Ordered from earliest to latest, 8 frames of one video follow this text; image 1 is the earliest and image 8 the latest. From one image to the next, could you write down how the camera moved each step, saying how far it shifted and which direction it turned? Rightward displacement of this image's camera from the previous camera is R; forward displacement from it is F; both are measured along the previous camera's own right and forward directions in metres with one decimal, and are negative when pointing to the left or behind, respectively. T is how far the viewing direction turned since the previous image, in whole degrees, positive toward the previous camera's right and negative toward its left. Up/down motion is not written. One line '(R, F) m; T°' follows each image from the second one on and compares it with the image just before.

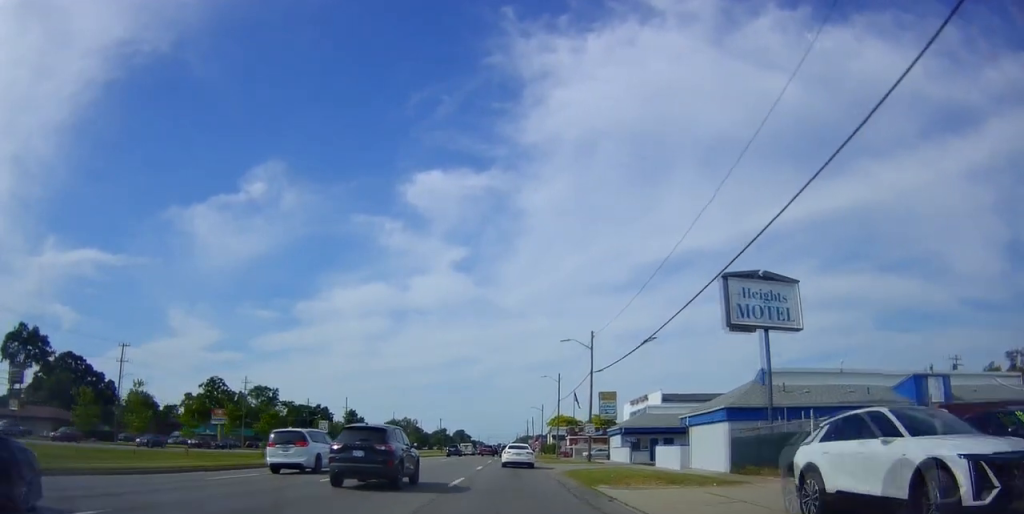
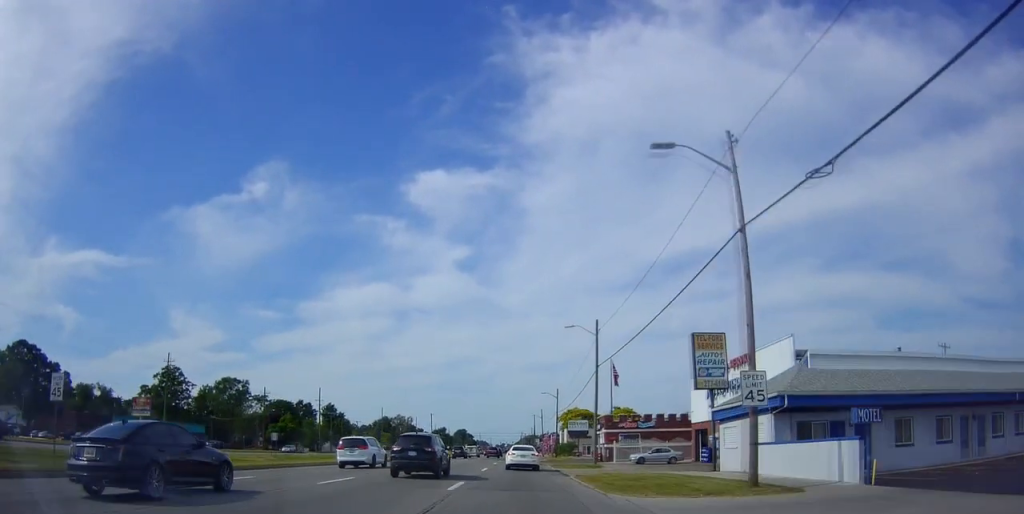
(-0.3, +31.5) m; -1°
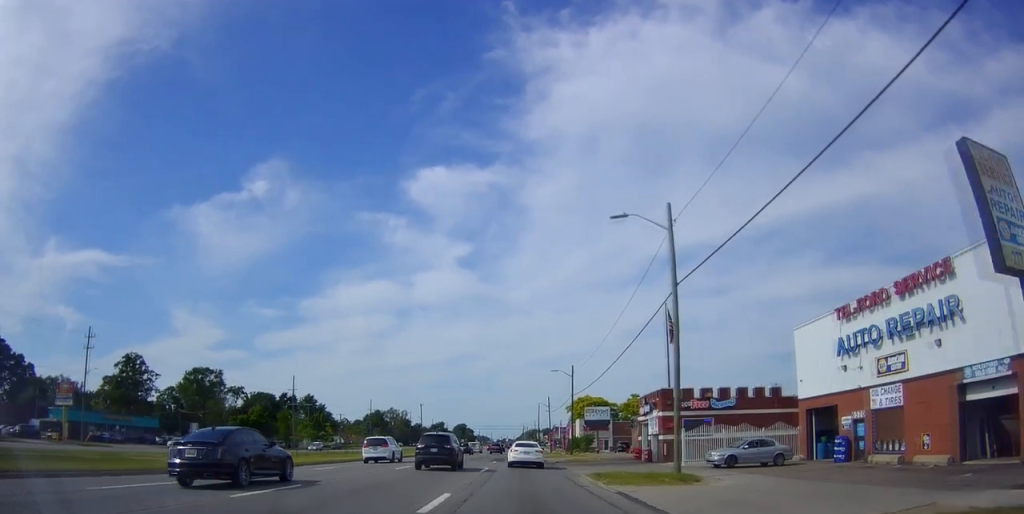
(-0.2, +21.1) m; -2°
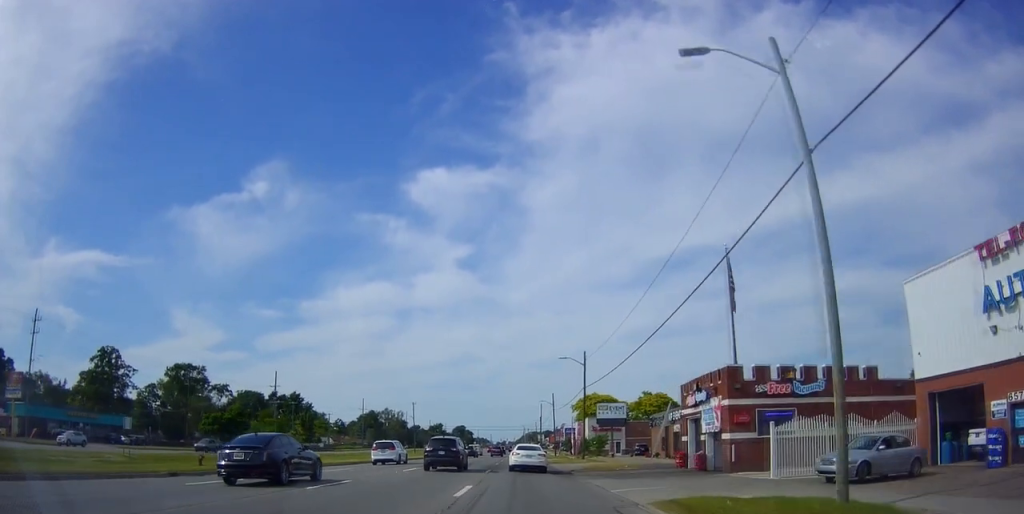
(-0.2, +11.4) m; -1°
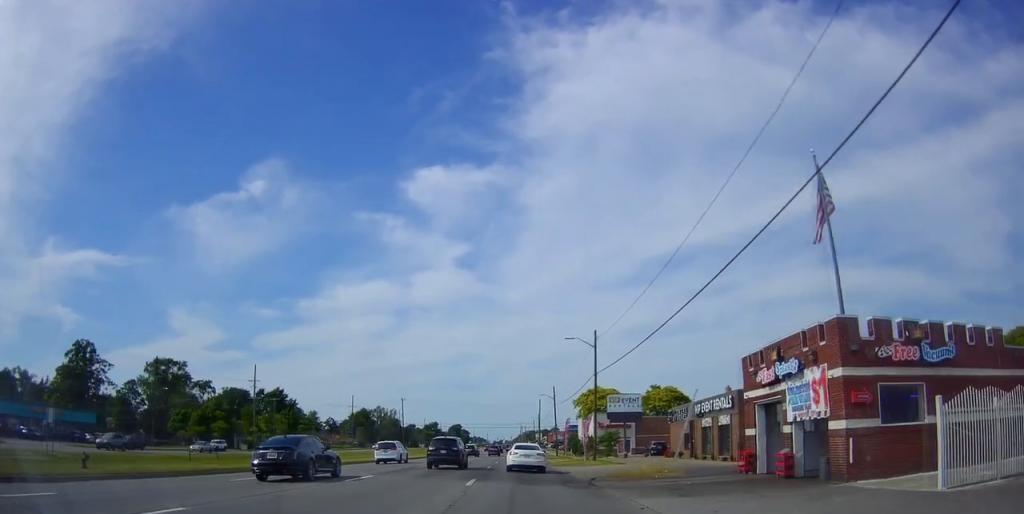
(-0.1, +9.7) m; +1°
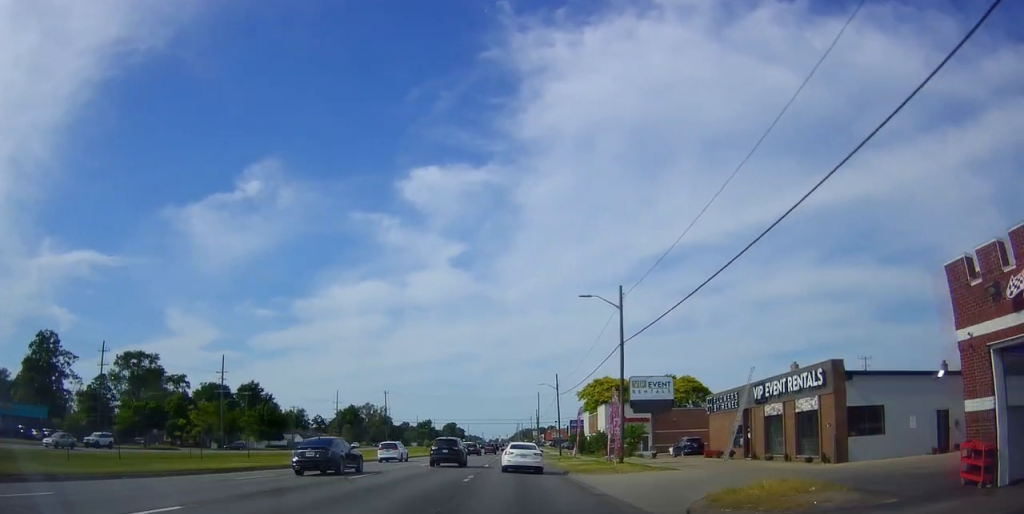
(+0.3, +13.2) m; +2°
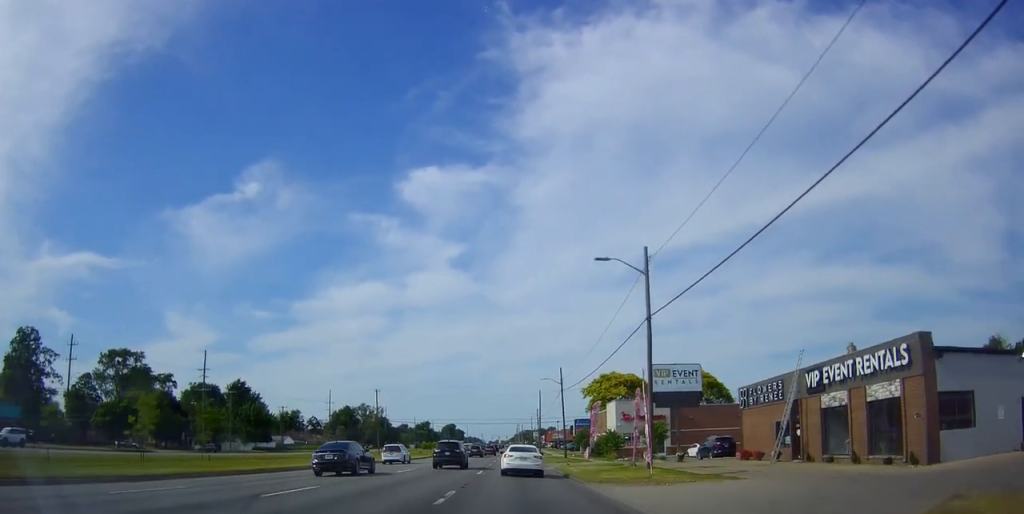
(+0.2, +7.2) m; +1°
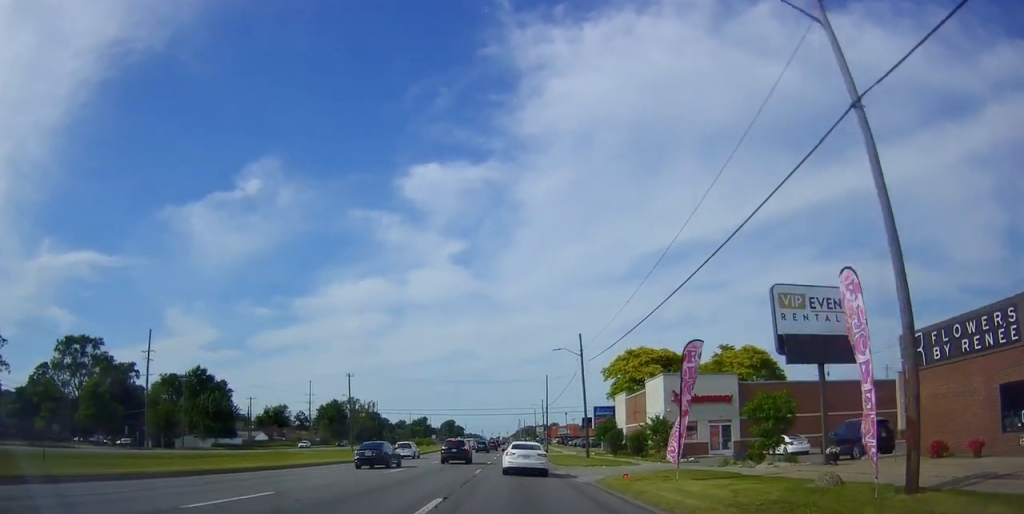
(+0.1, +18.9) m; -1°
